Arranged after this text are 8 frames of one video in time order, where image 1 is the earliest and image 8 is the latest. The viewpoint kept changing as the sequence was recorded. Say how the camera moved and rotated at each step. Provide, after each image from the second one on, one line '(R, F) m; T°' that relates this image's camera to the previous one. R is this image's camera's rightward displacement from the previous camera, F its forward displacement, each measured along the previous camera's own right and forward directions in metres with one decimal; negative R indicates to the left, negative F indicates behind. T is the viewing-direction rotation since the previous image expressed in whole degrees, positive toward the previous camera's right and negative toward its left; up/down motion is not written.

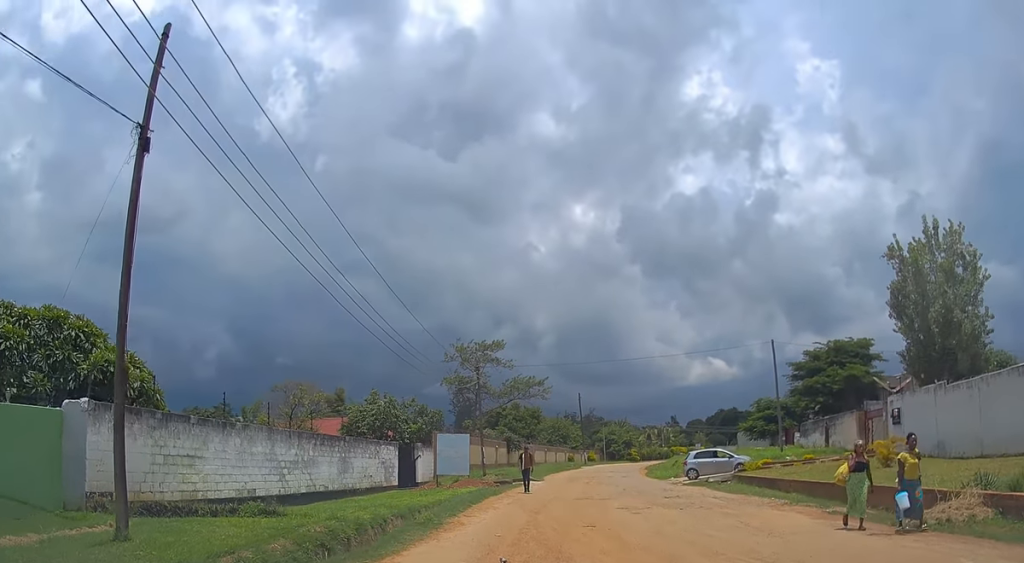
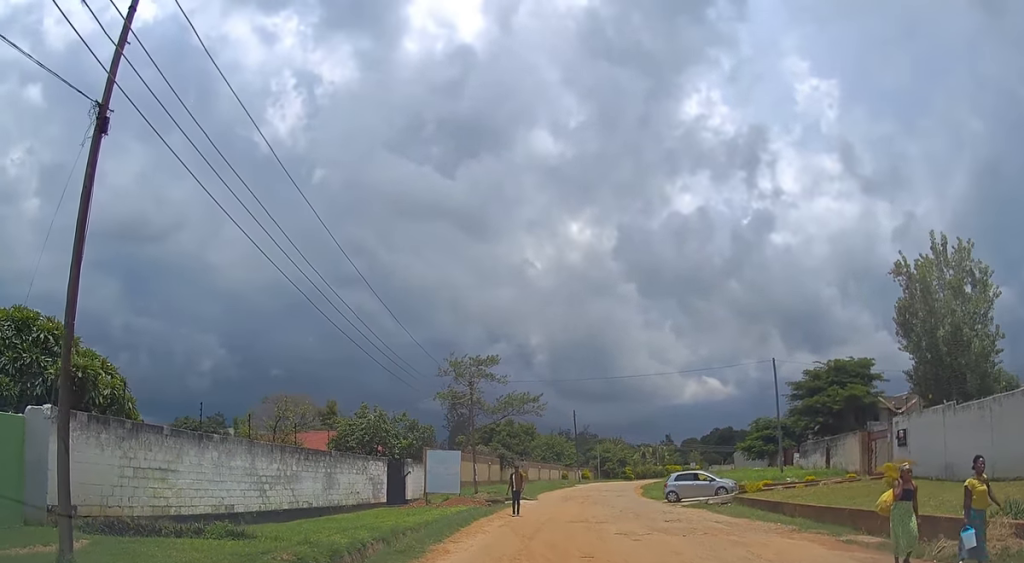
(0.0, +1.2) m; +1°
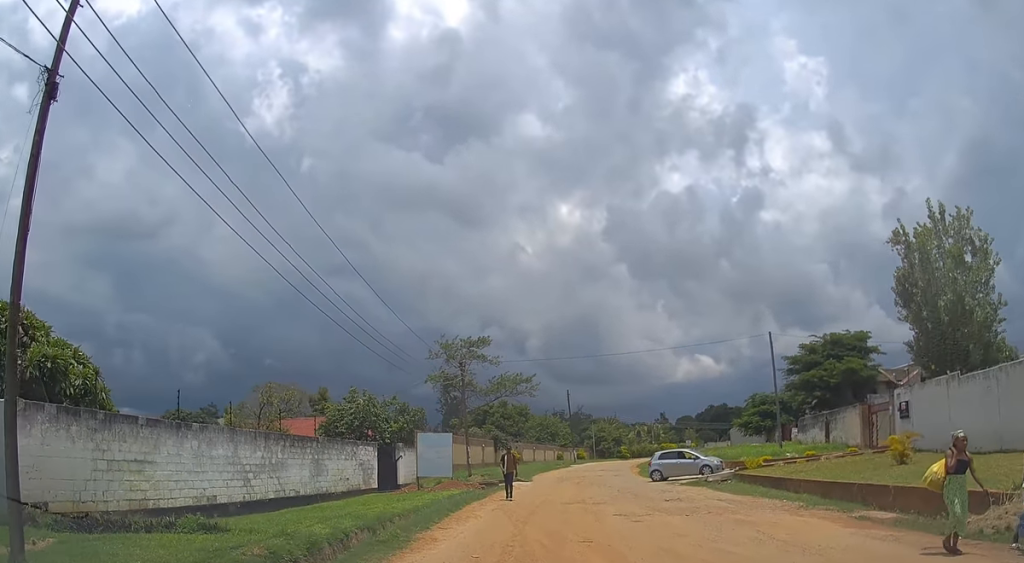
(0.0, +0.9) m; +2°
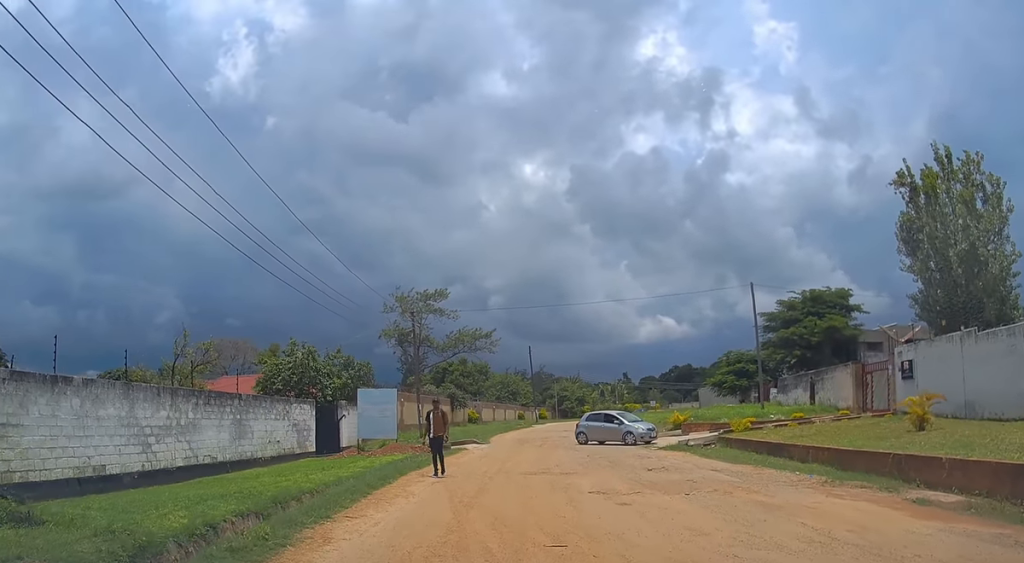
(+0.3, +3.5) m; +6°
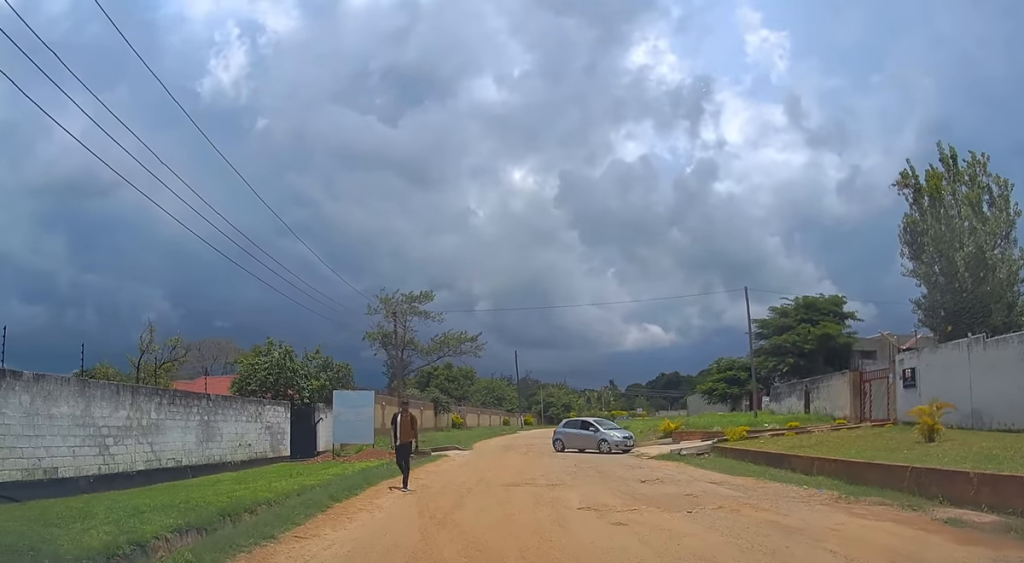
(0.0, +1.2) m; -1°
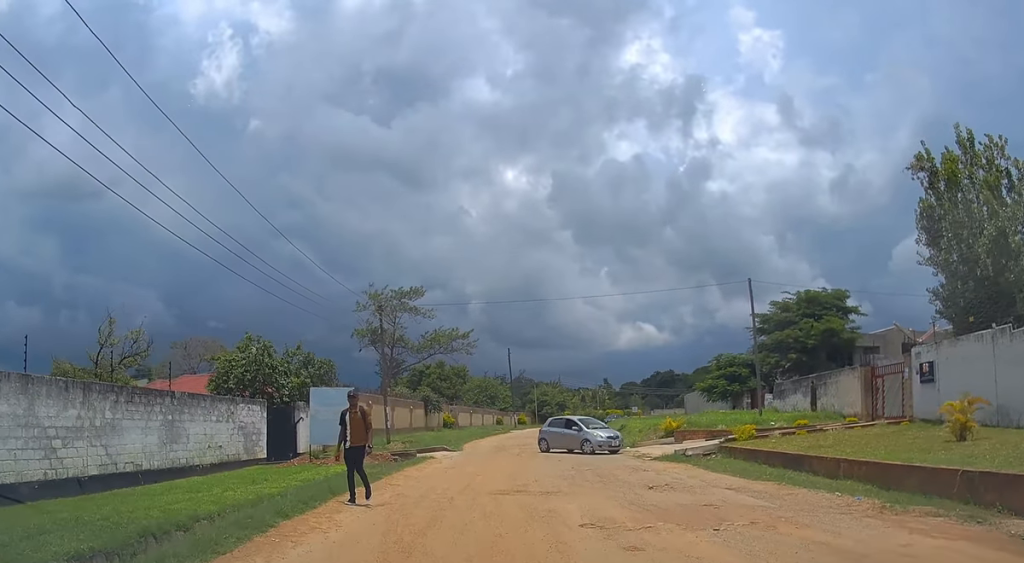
(0.0, +1.7) m; -1°
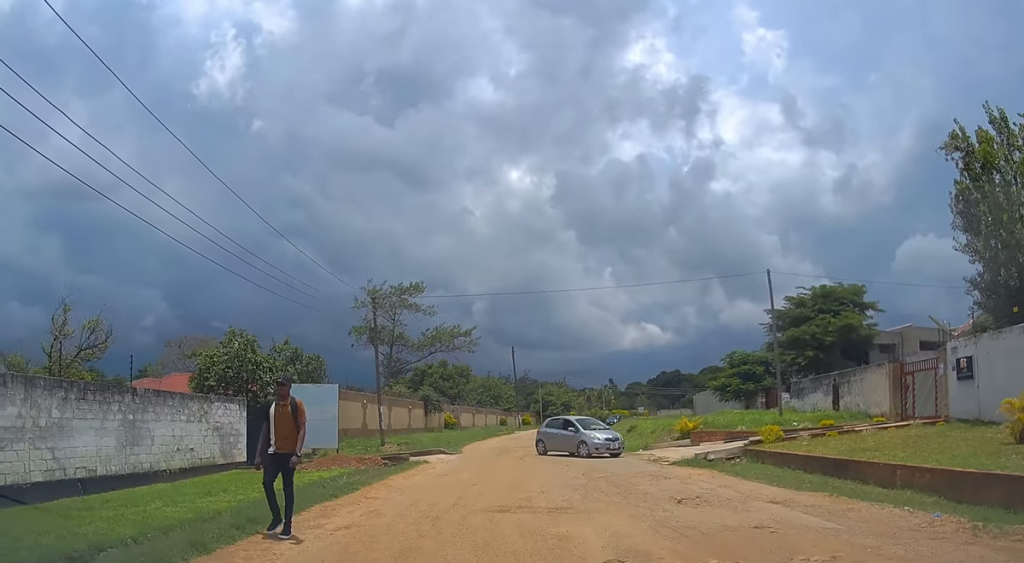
(0.0, +2.2) m; -1°
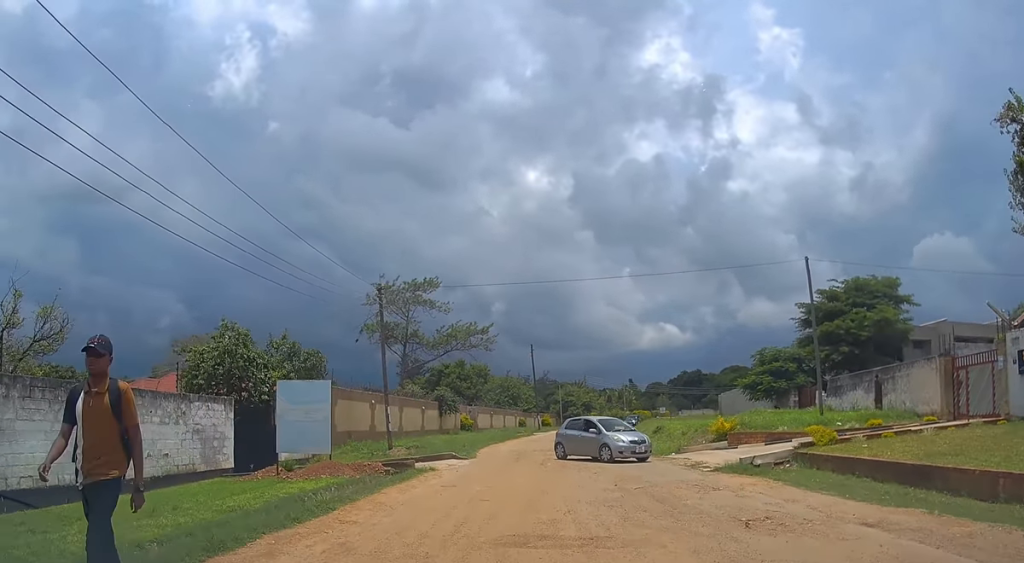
(-0.1, +2.6) m; +1°
